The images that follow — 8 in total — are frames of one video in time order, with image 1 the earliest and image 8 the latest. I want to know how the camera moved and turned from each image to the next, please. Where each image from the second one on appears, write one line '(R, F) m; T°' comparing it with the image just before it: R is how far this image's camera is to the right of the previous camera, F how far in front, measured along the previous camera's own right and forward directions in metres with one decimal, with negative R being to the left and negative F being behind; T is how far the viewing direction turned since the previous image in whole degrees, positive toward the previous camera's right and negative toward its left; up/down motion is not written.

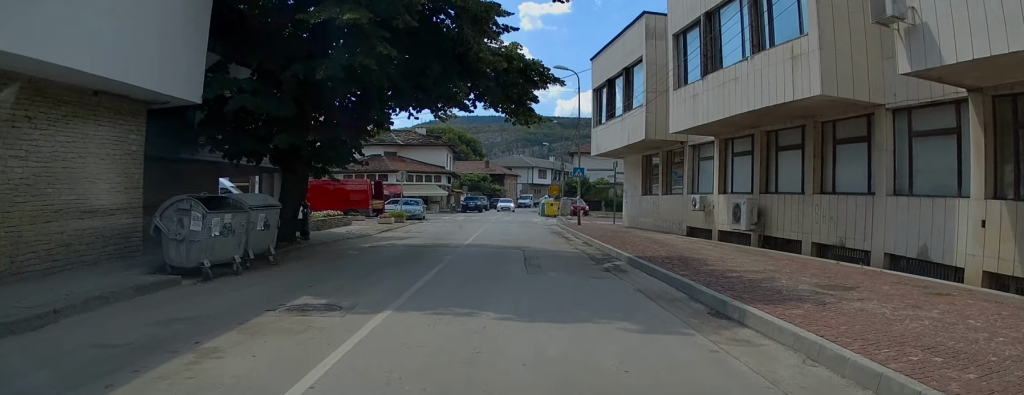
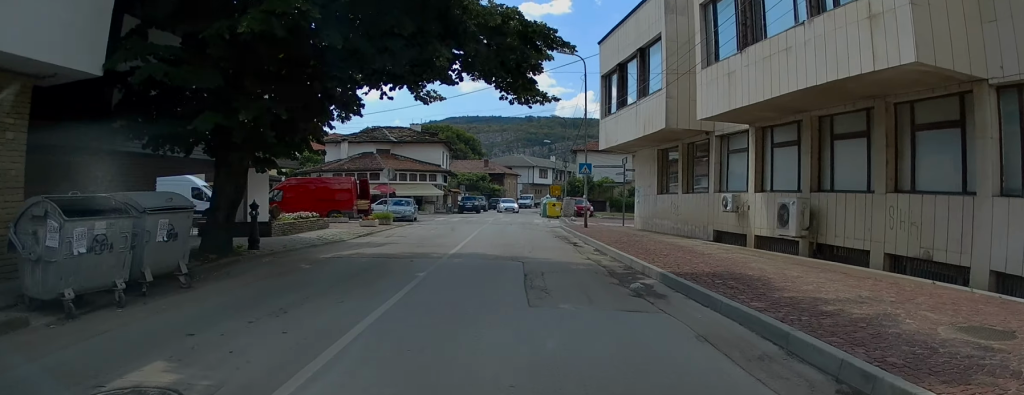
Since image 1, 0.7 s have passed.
(+0.2, +3.7) m; 0°
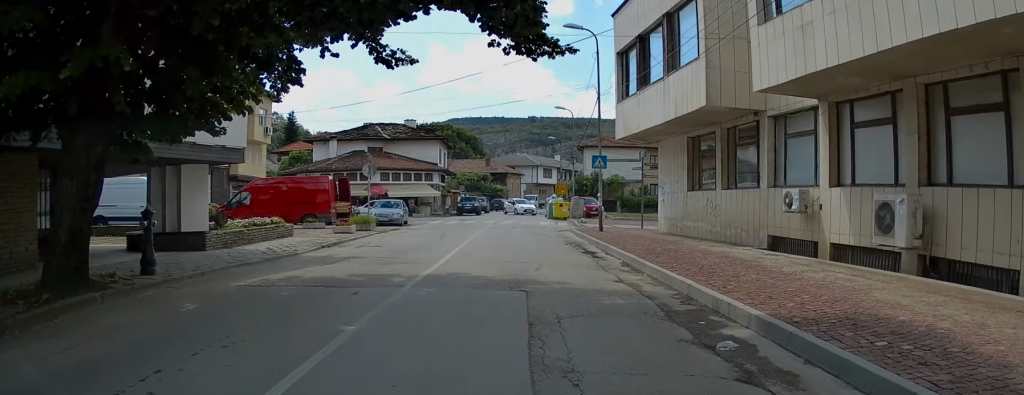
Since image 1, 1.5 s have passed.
(-0.1, +4.7) m; 0°
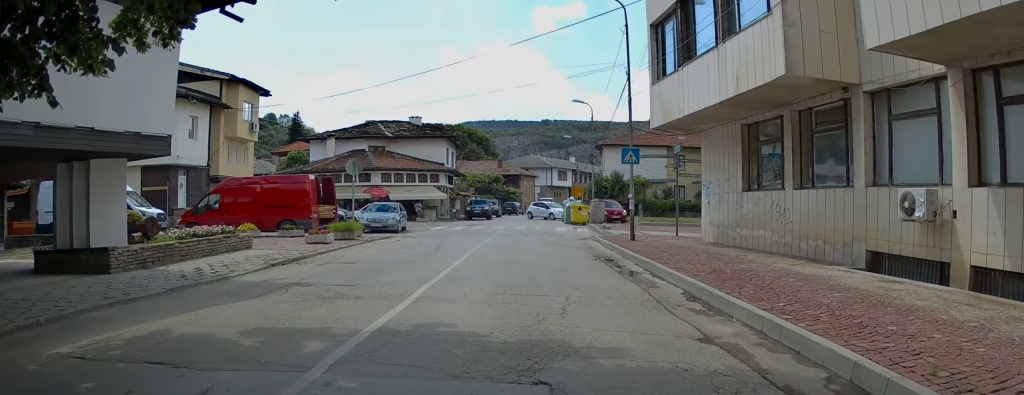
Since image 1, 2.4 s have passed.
(0.0, +4.6) m; -1°
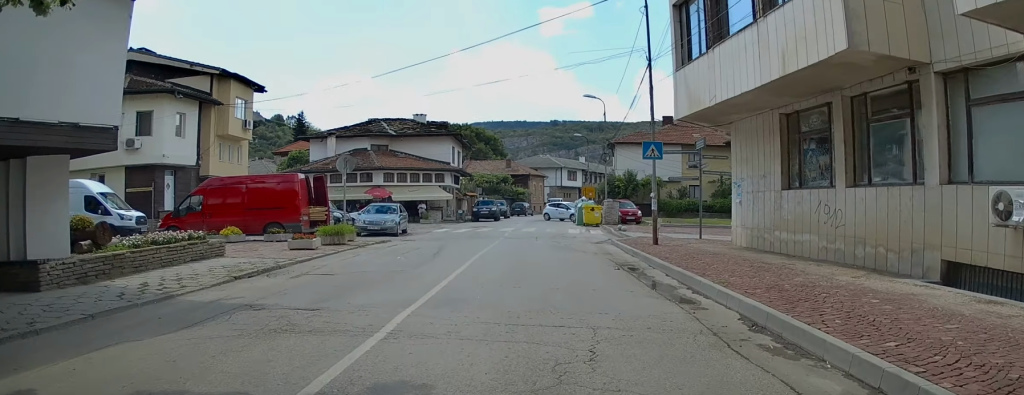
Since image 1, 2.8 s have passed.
(+0.2, +2.3) m; -1°
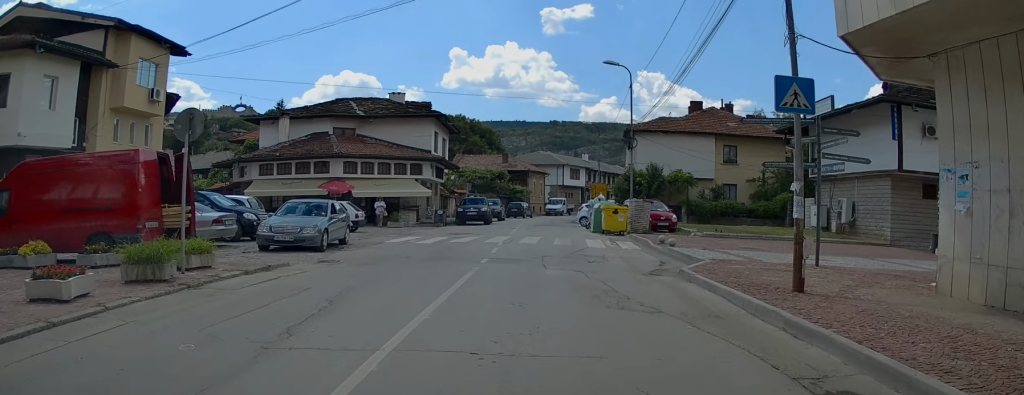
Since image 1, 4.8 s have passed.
(-0.2, +10.0) m; +4°
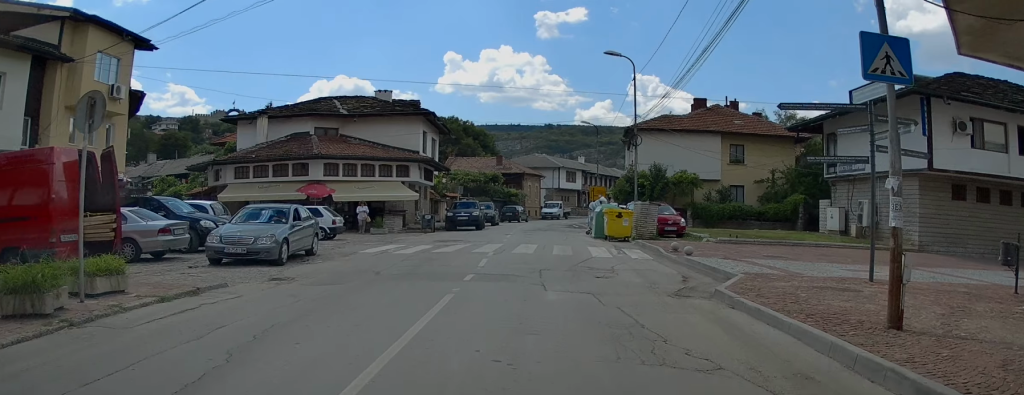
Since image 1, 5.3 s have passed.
(+0.1, +2.7) m; 0°
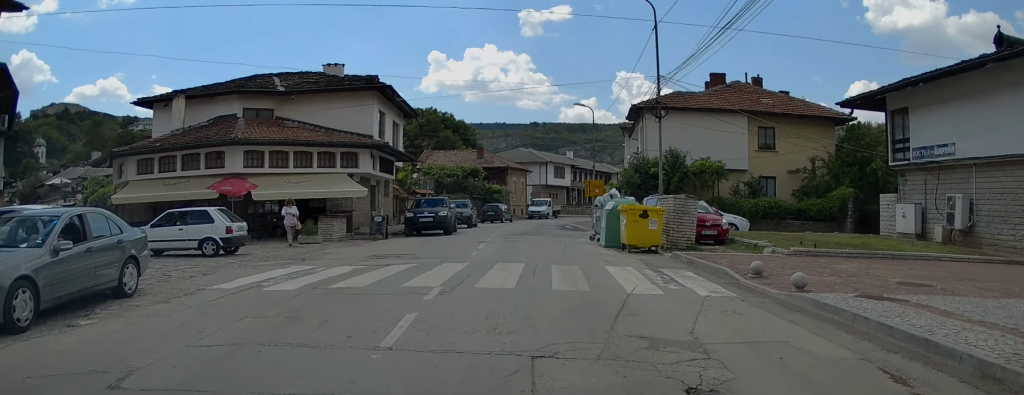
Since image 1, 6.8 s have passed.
(-0.4, +8.3) m; -6°
